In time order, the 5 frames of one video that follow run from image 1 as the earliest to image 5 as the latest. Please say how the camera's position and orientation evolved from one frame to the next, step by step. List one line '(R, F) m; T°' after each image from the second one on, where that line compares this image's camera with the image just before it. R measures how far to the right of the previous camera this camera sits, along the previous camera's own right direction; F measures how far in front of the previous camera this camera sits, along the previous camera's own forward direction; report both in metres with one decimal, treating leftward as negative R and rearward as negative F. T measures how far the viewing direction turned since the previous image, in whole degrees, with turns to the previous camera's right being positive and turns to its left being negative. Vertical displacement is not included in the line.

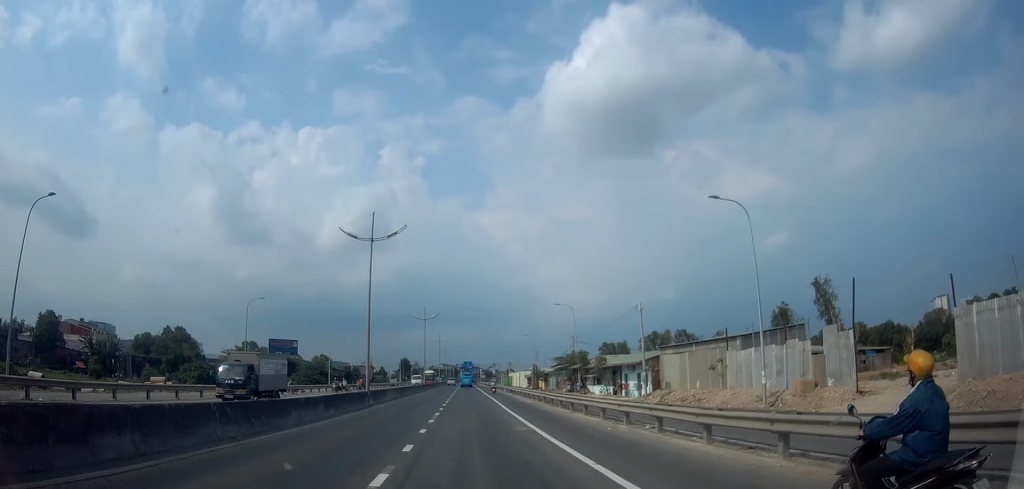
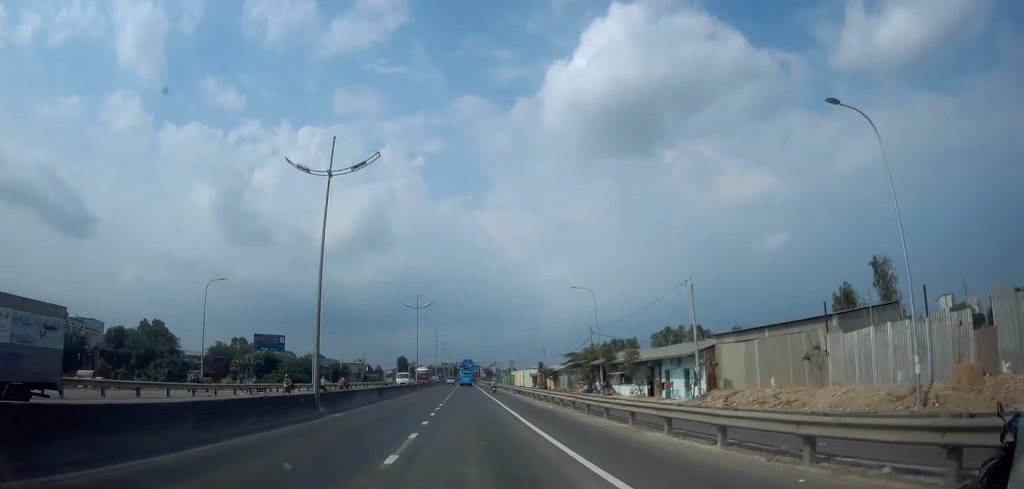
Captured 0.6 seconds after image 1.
(-0.3, +9.6) m; -1°
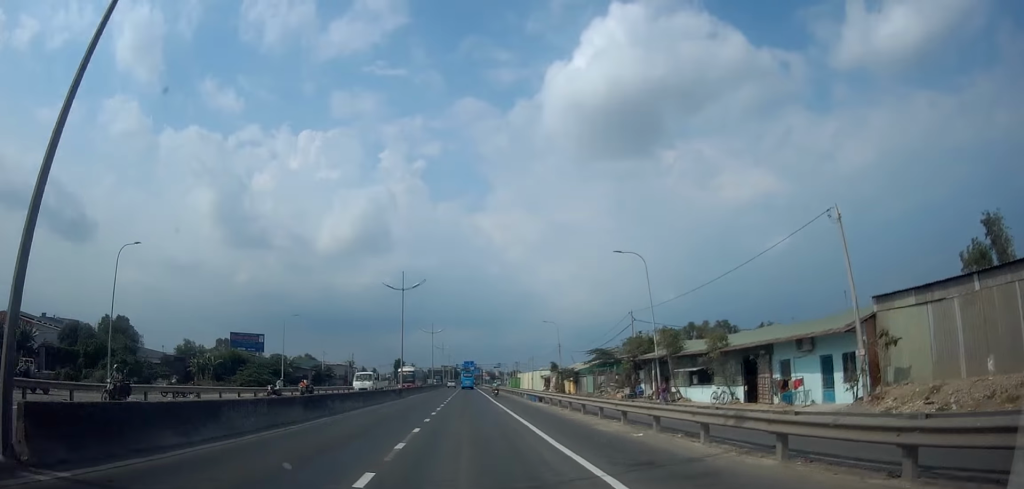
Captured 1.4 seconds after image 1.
(-0.4, +14.6) m; -1°
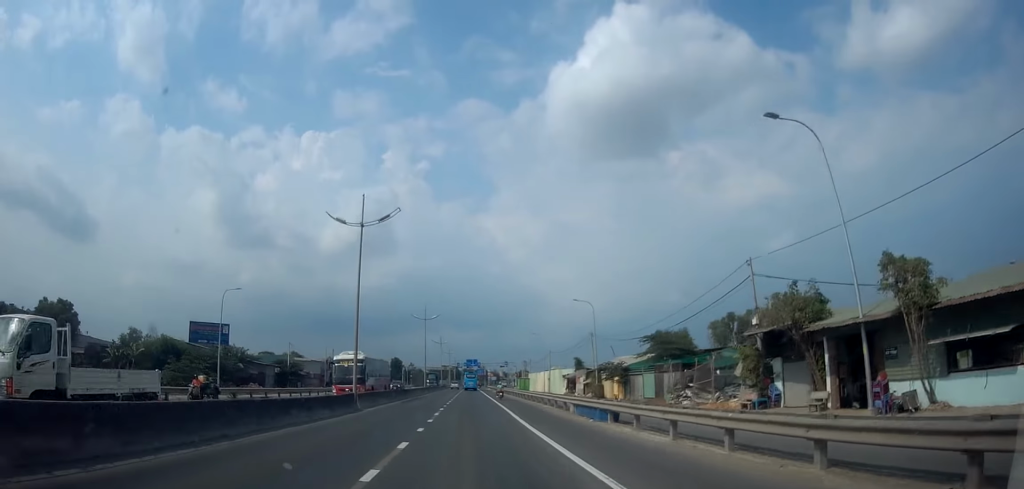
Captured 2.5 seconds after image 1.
(+0.5, +19.1) m; +2°
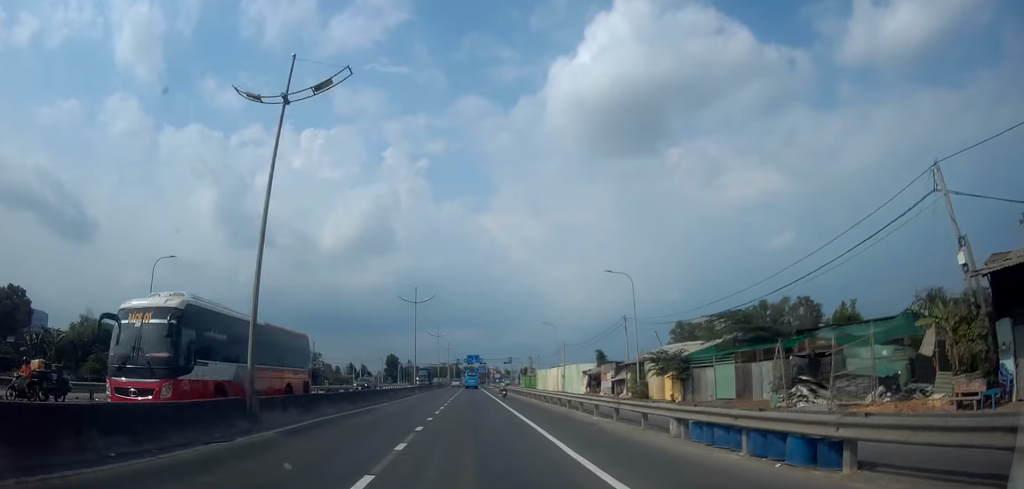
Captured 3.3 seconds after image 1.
(+0.4, +13.2) m; 0°
